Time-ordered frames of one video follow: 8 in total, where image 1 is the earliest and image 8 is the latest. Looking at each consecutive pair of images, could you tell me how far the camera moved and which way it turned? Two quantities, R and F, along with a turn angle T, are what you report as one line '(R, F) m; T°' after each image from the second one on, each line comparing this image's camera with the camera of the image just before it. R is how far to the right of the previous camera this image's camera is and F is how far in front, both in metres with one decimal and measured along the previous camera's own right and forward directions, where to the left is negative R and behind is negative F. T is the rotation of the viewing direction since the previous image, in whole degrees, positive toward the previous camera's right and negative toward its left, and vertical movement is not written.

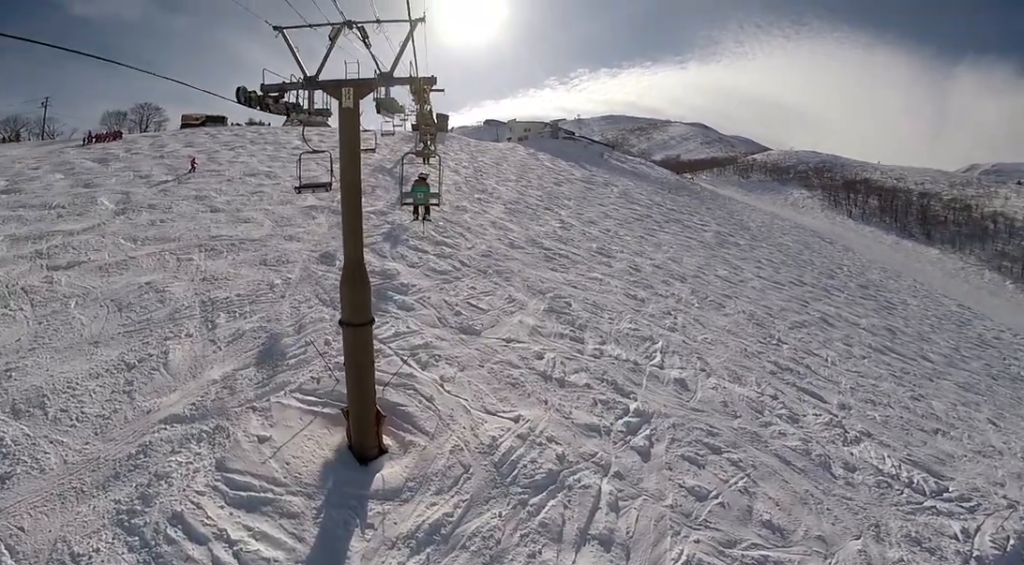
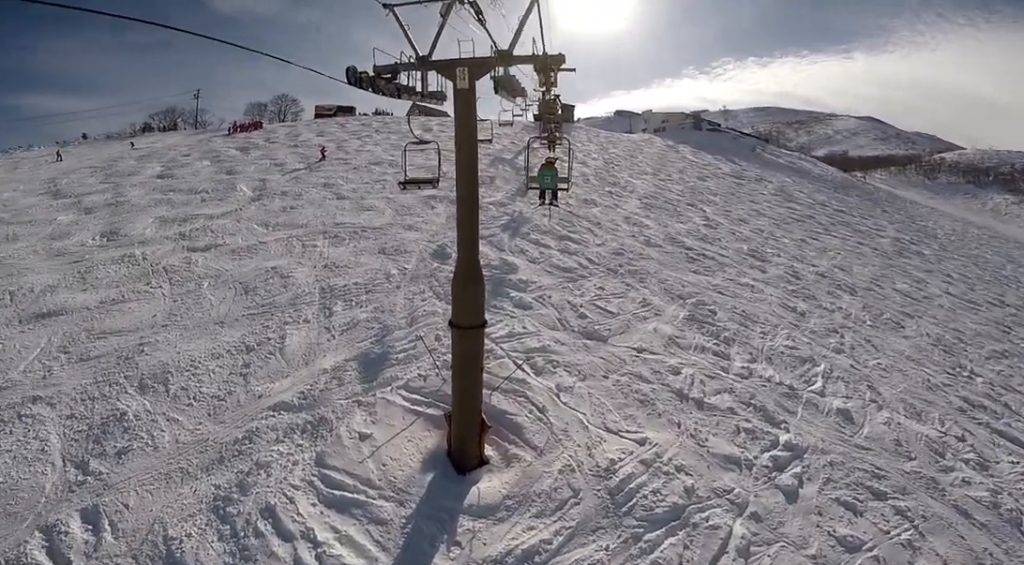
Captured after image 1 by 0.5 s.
(+0.2, +0.9) m; -12°
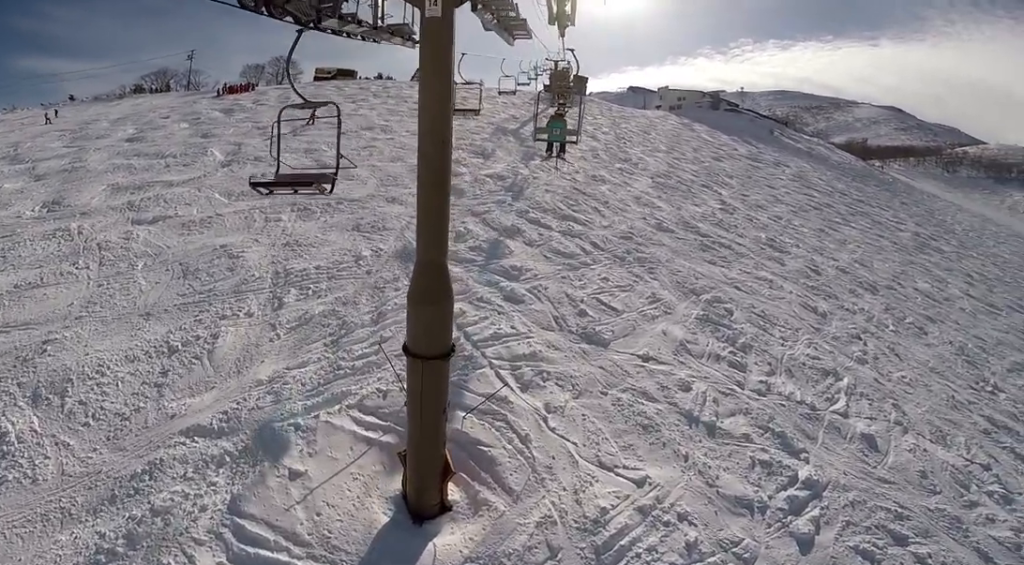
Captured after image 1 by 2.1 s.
(-0.7, +2.8) m; +4°
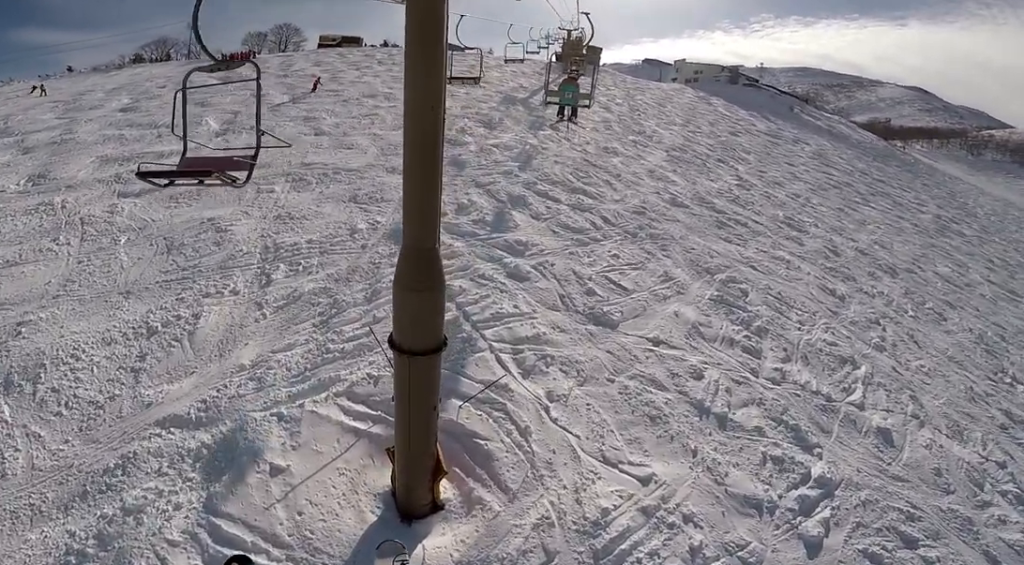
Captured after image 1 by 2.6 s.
(+0.7, +0.8) m; -3°
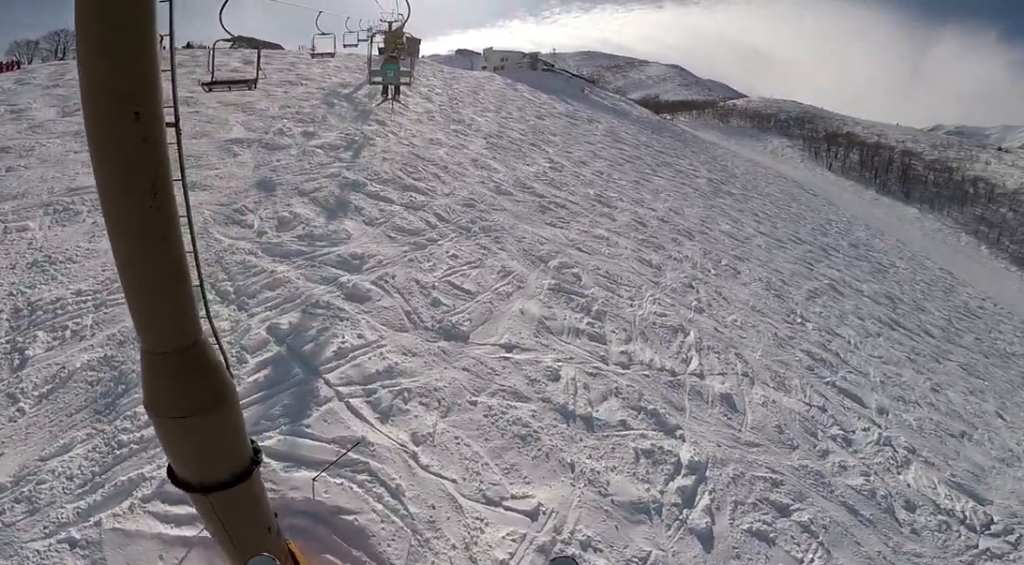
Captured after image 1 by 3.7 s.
(-0.8, +2.2) m; +1°
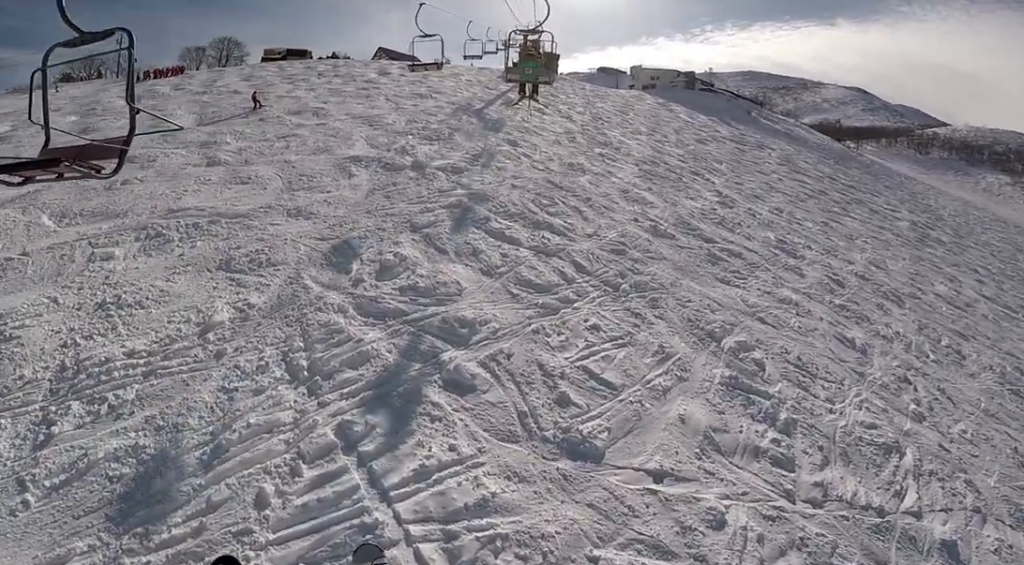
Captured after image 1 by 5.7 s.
(+0.1, +3.7) m; -4°
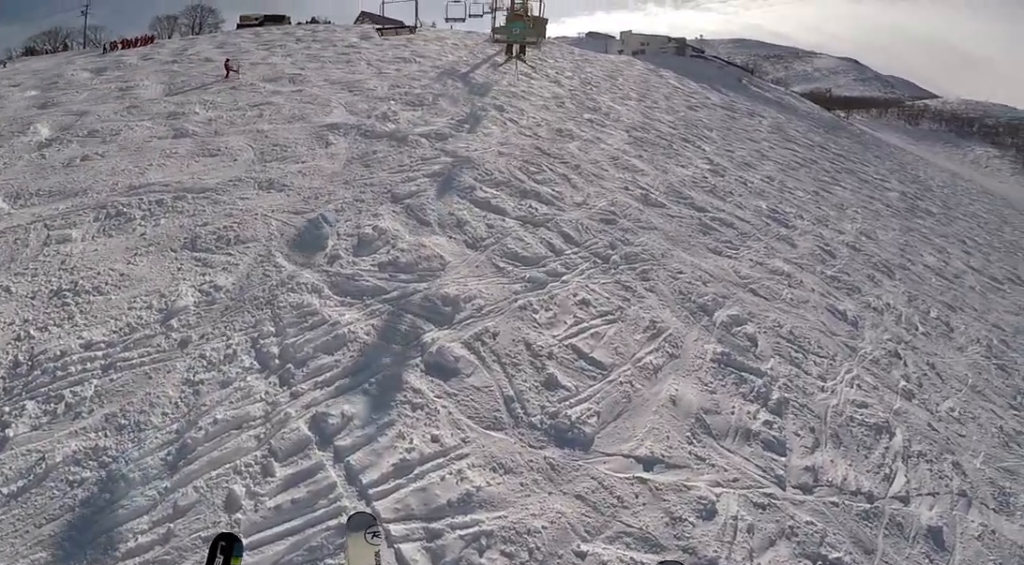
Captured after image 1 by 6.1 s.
(-0.1, +0.8) m; 0°
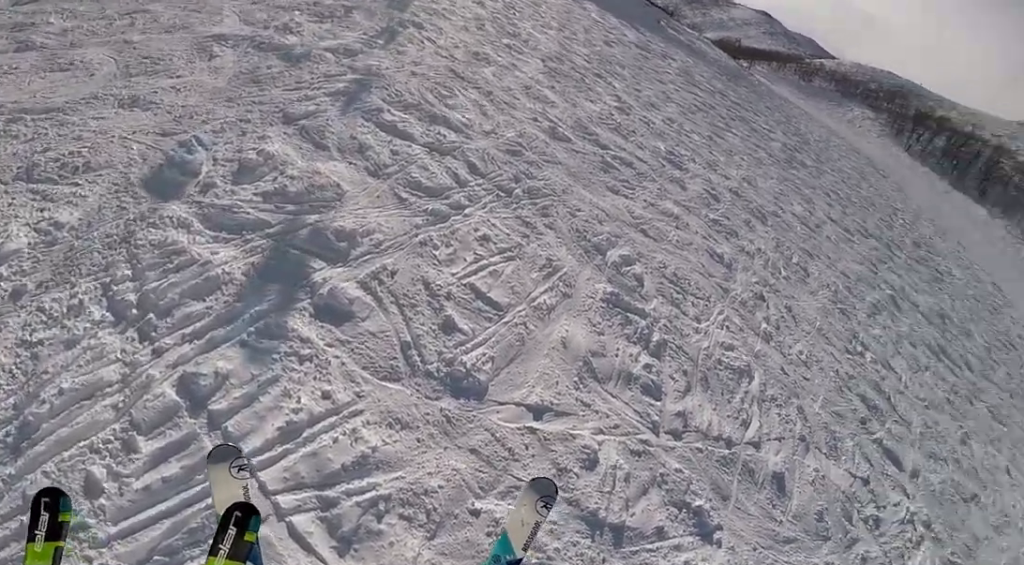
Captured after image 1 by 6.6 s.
(+0.8, +0.8) m; +5°
